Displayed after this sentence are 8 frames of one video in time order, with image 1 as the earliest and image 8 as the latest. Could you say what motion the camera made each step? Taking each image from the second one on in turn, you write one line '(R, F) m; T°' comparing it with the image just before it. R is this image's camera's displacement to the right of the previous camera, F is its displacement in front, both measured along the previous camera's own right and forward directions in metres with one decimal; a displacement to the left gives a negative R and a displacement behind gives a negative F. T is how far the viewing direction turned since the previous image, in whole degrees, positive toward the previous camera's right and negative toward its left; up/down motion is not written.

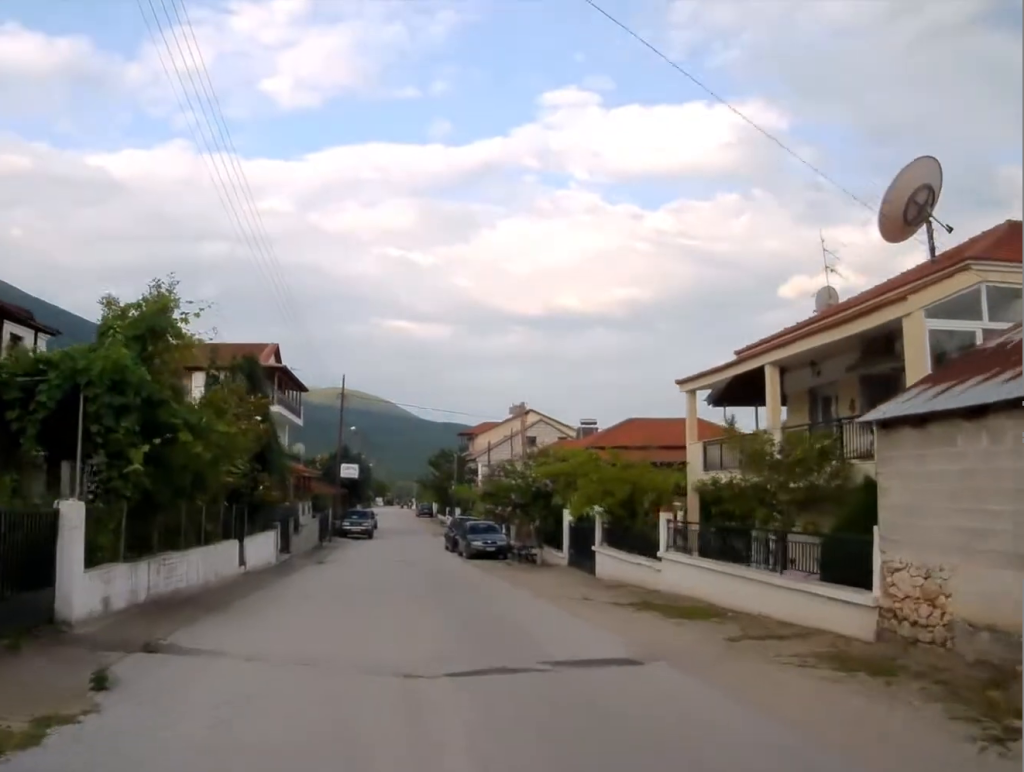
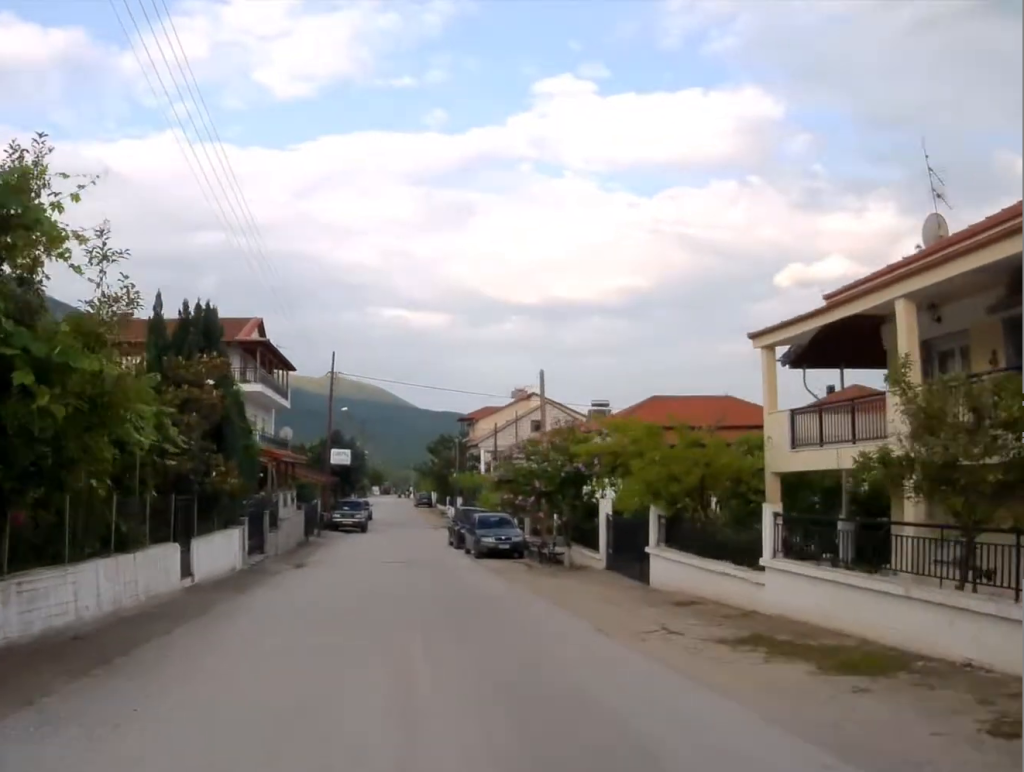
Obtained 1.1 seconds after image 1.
(+0.1, +5.8) m; -2°
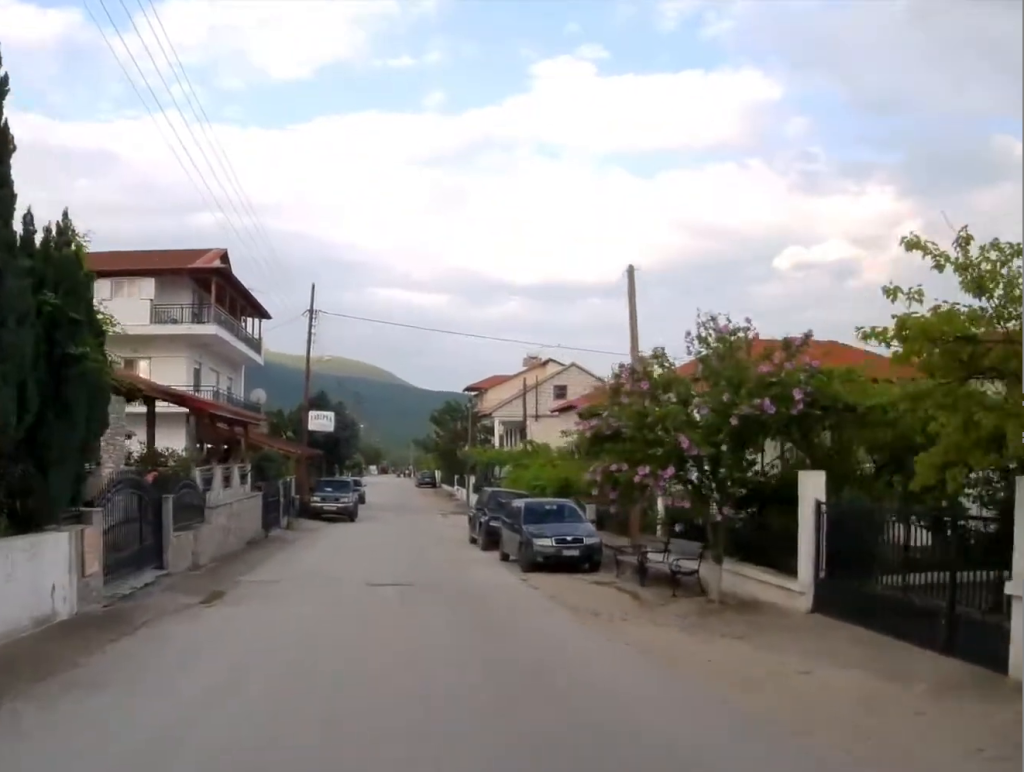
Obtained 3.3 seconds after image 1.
(+0.1, +12.4) m; +4°
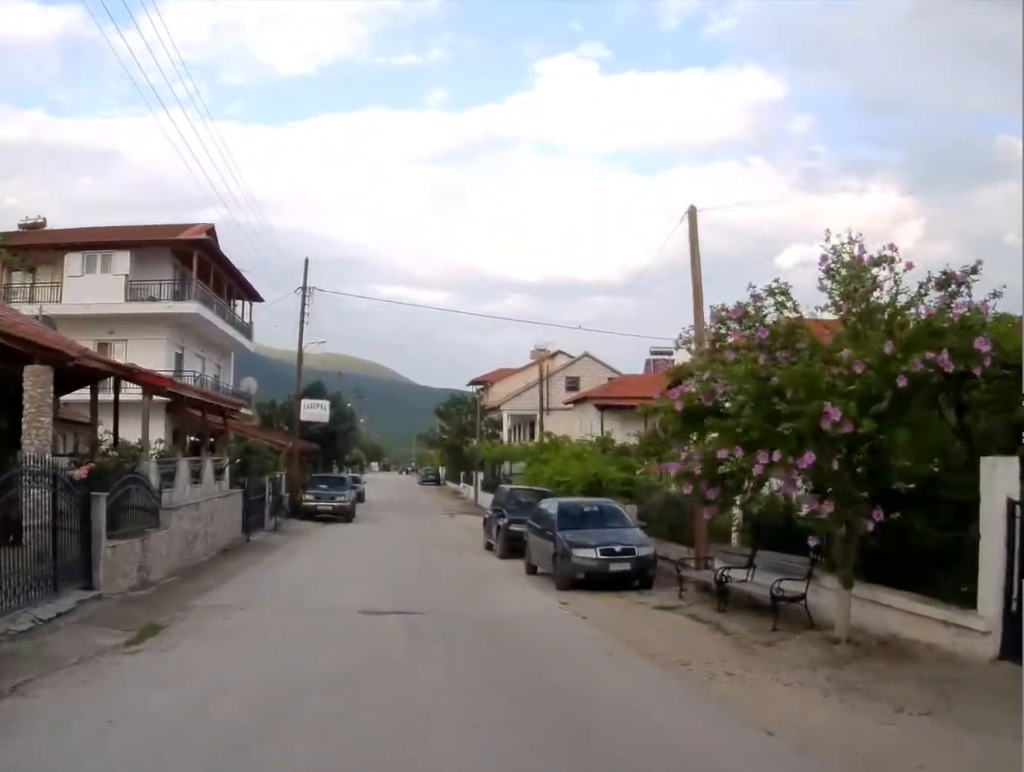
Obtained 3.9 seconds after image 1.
(0.0, +3.9) m; -2°
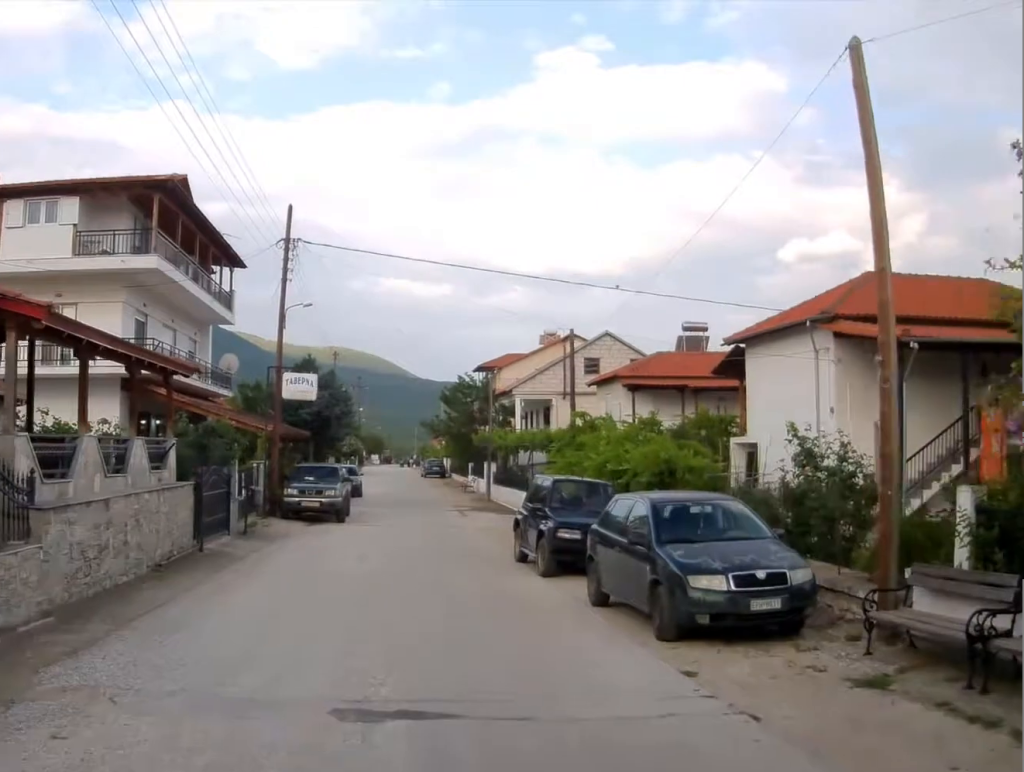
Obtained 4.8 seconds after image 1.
(-0.2, +5.7) m; -4°
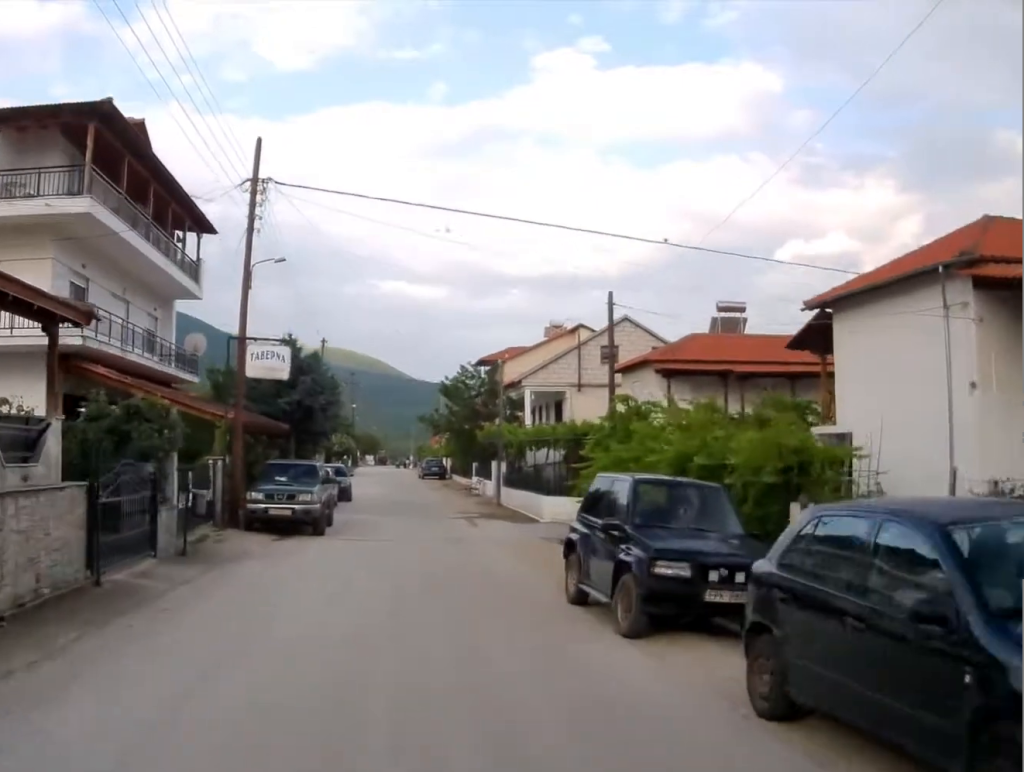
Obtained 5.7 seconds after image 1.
(-0.2, +5.8) m; -2°
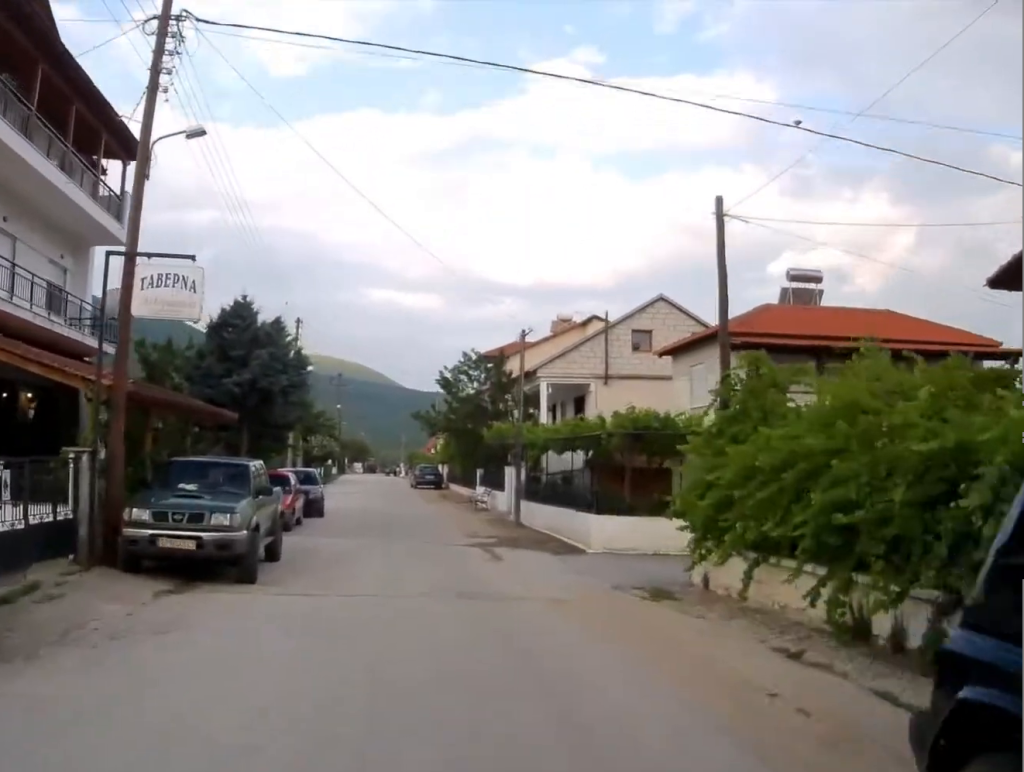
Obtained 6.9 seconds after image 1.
(+0.1, +8.7) m; +2°
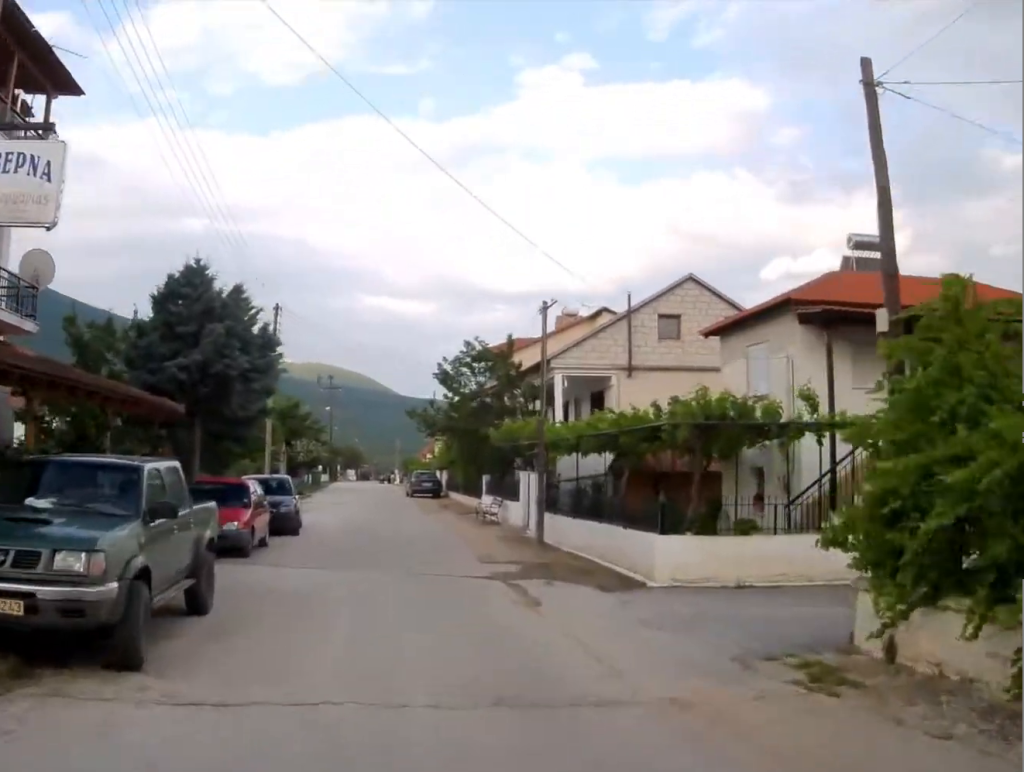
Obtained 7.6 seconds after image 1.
(+0.1, +5.3) m; 0°
